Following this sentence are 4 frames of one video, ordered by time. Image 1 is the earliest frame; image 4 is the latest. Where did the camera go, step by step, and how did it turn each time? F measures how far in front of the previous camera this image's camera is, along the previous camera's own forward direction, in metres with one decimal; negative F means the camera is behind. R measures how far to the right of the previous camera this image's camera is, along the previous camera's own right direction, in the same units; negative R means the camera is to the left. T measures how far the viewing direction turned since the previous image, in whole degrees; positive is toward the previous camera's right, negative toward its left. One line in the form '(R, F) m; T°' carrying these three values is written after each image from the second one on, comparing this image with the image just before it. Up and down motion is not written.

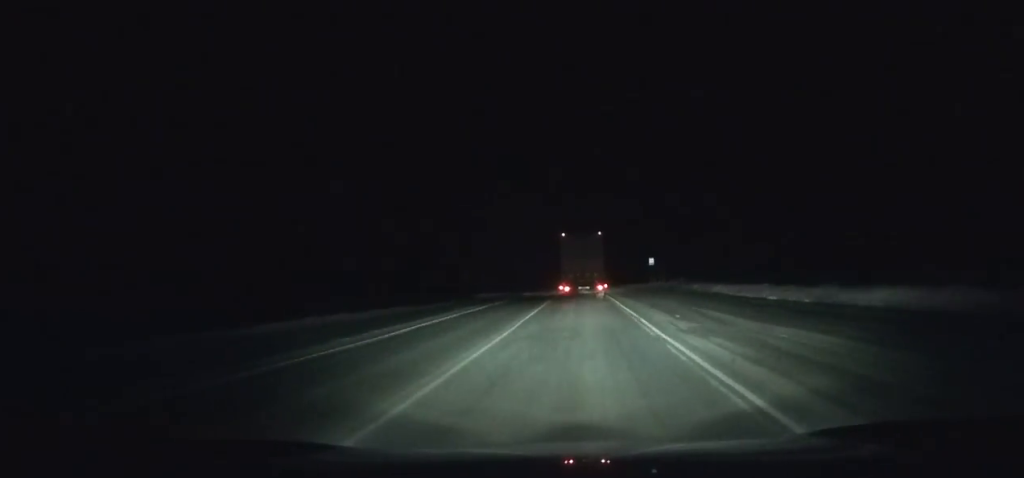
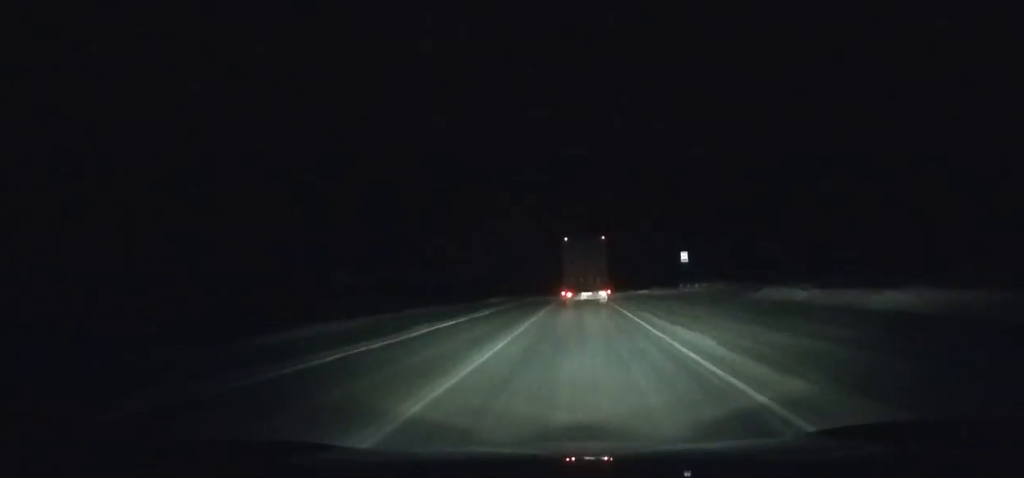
(-0.2, +29.9) m; 0°
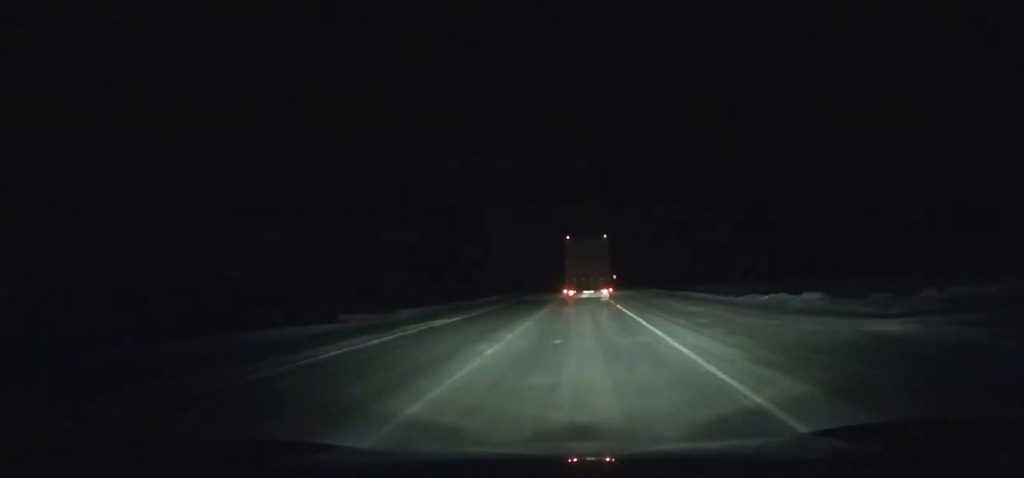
(-0.1, +66.0) m; 0°
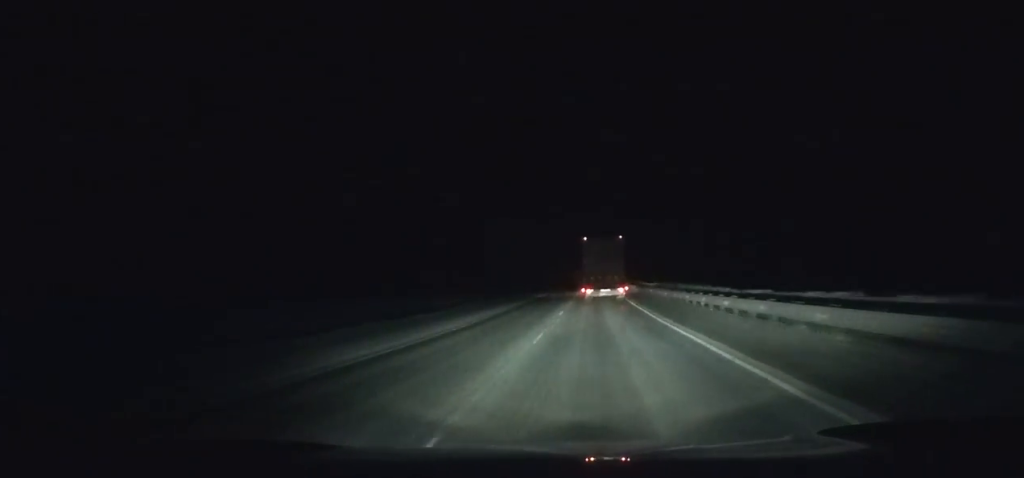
(0.0, +287.5) m; 0°
